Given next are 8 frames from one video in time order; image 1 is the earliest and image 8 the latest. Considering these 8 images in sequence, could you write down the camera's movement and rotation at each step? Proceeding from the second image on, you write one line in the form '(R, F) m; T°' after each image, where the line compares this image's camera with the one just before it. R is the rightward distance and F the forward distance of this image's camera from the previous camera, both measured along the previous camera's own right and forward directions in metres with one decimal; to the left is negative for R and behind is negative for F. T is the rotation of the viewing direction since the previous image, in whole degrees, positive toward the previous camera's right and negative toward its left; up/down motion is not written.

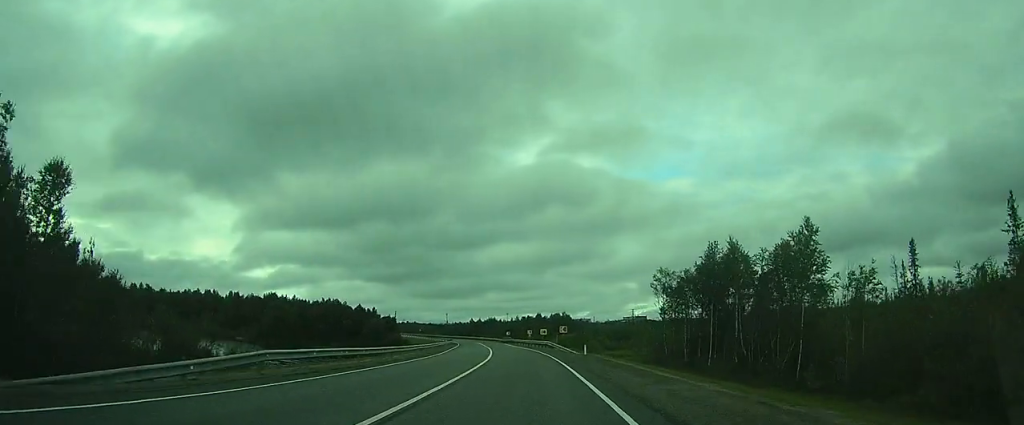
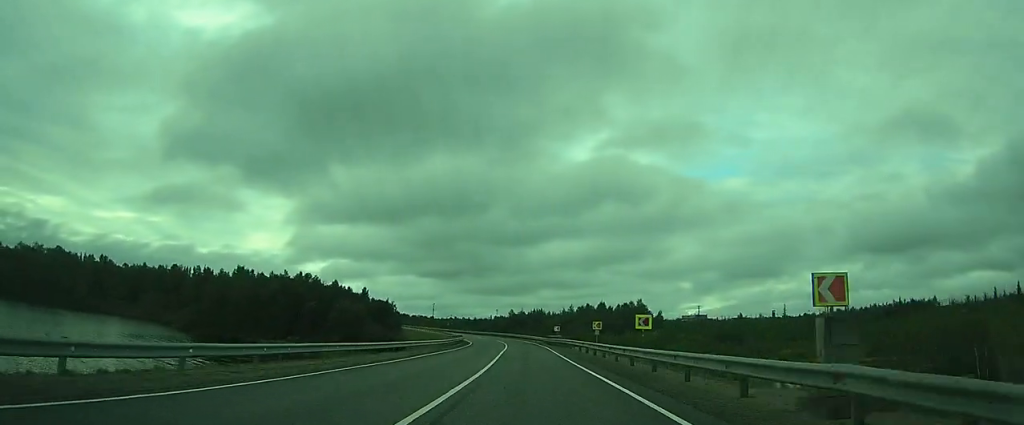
(-0.2, +47.9) m; -1°
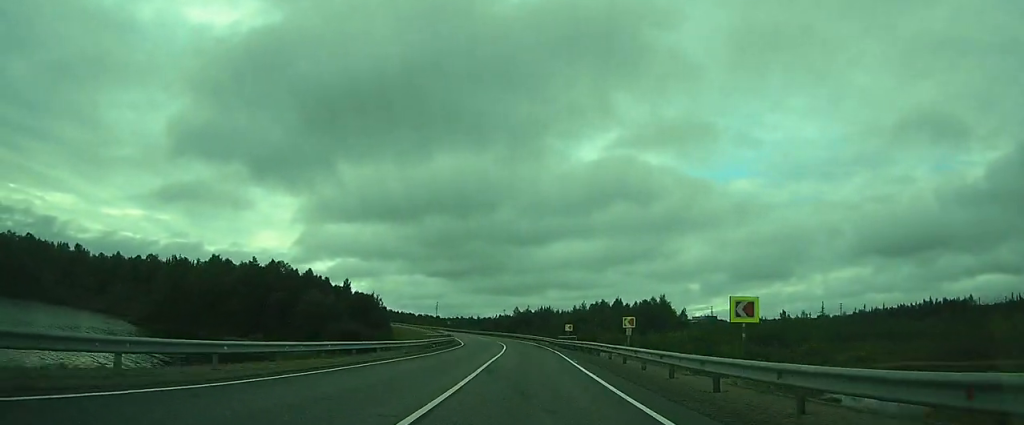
(+0.1, +14.0) m; -1°
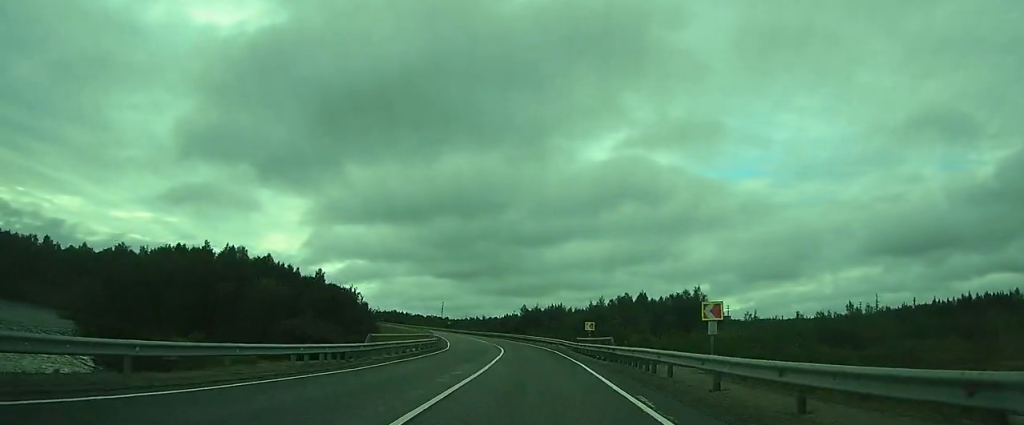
(-0.5, +15.5) m; -1°
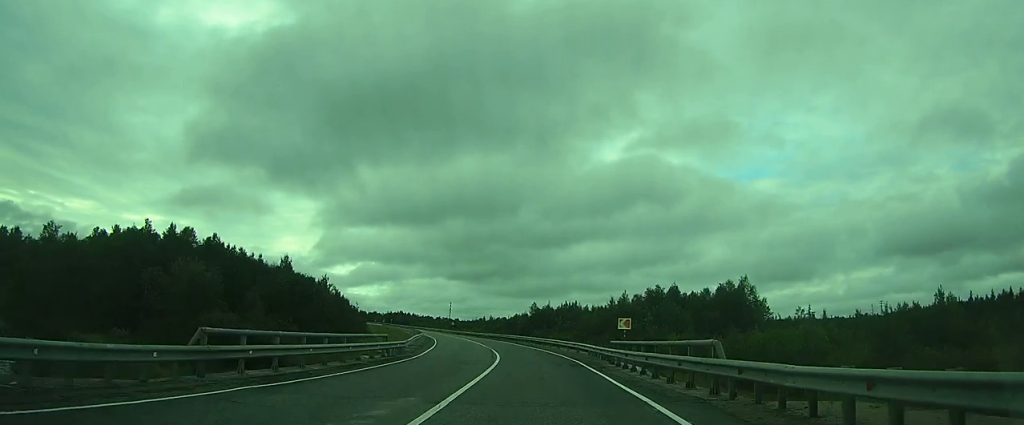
(-0.1, +13.9) m; -1°
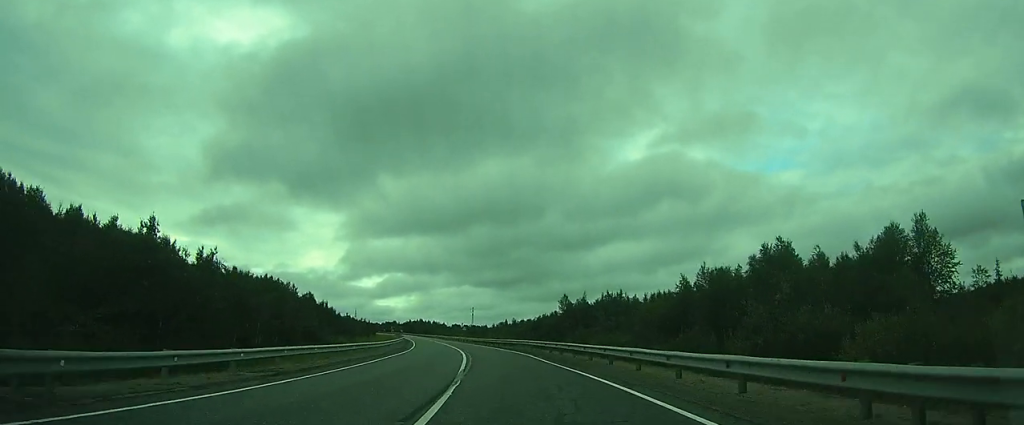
(-0.4, +27.1) m; -3°
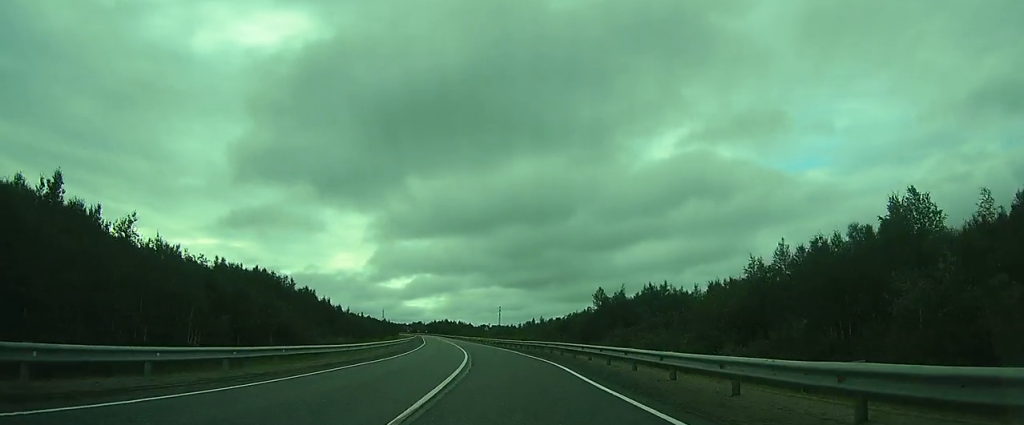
(-0.1, +11.0) m; -2°
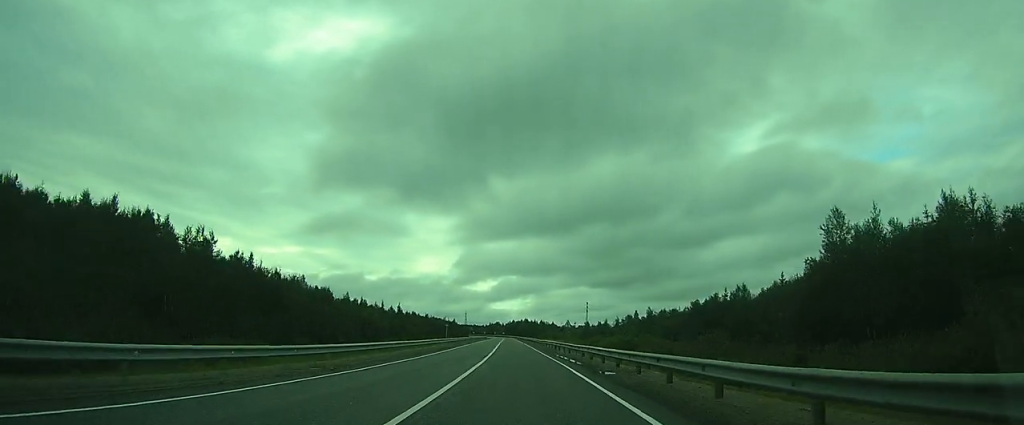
(-2.5, +37.1) m; -7°
